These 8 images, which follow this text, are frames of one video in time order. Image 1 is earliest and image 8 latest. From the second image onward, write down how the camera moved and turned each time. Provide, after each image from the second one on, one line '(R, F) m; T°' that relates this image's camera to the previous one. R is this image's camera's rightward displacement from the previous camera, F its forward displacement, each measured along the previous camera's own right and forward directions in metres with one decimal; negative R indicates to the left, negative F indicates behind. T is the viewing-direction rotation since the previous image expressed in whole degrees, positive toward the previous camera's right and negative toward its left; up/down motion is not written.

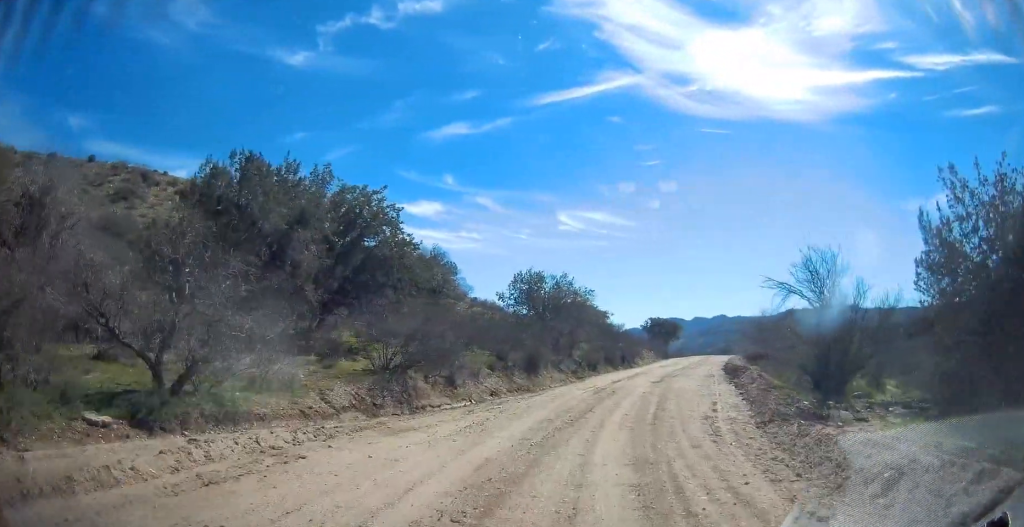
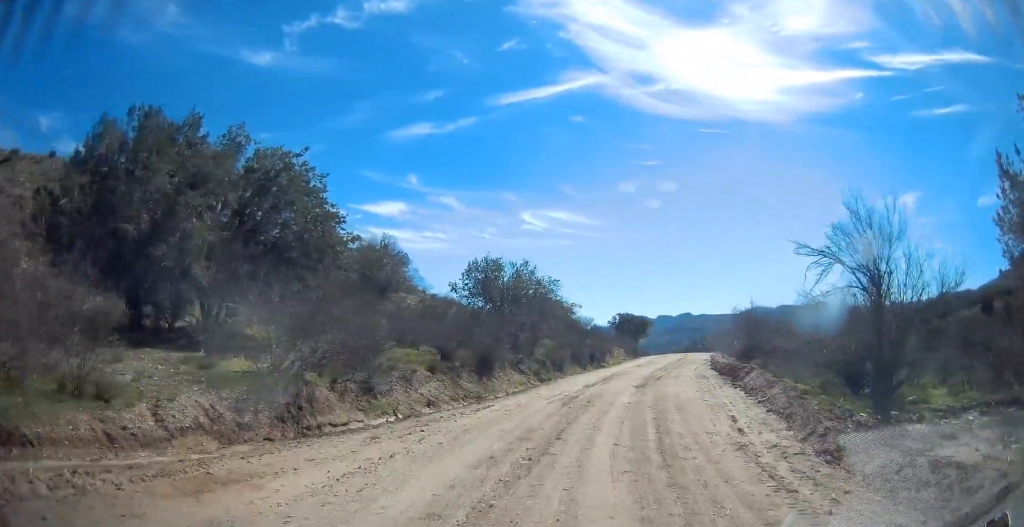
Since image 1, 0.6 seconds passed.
(0.0, +4.9) m; +2°
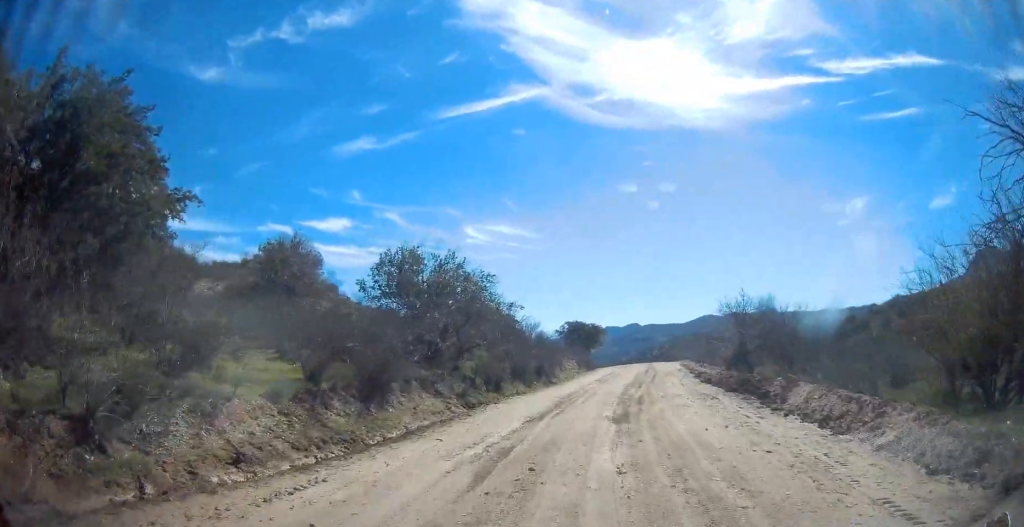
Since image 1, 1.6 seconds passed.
(+0.3, +7.8) m; +6°
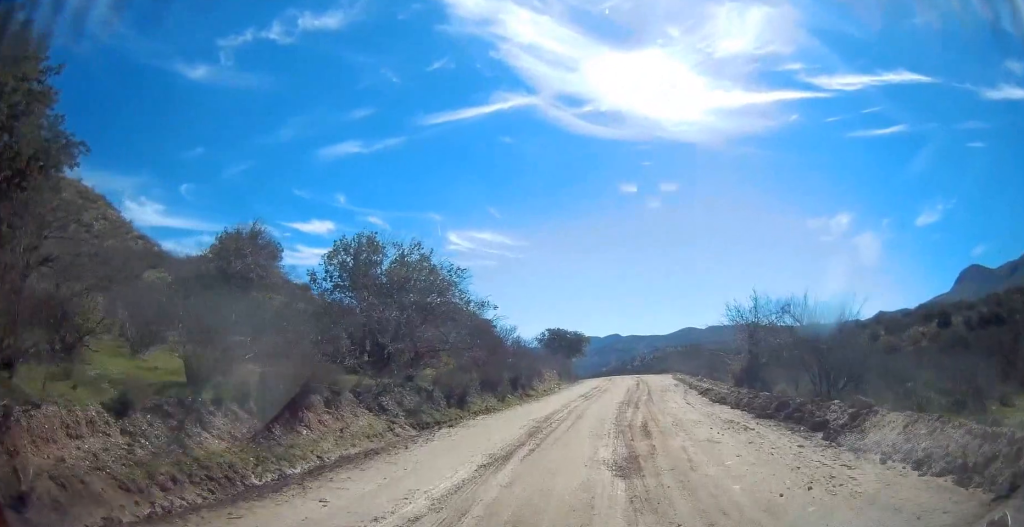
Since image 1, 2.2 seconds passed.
(+0.3, +4.1) m; +3°
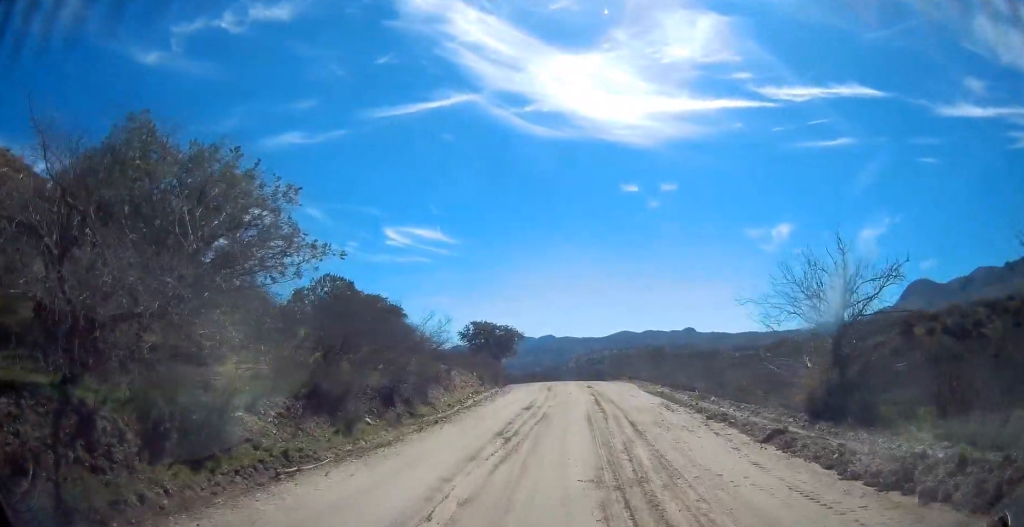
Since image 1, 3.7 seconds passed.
(+0.6, +12.0) m; +5°
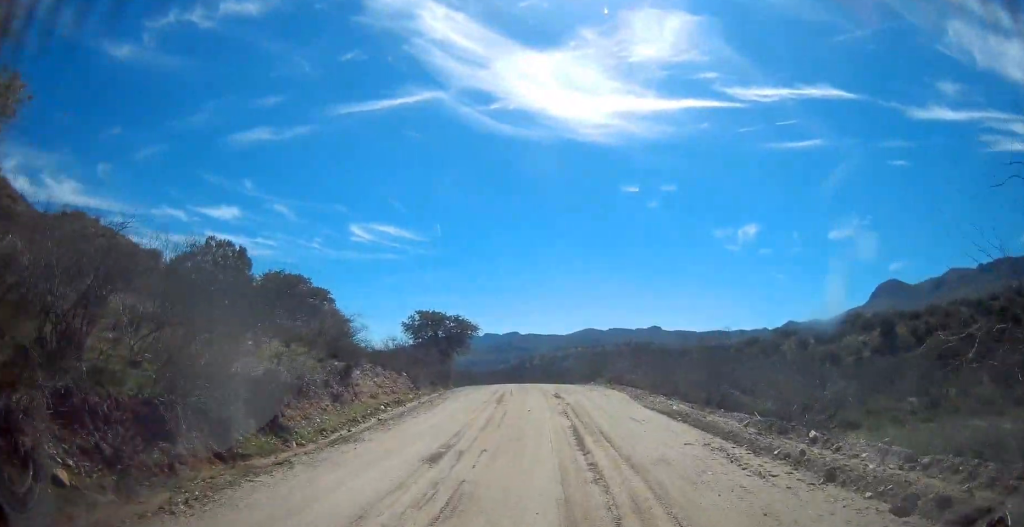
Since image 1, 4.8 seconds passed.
(+0.4, +8.8) m; +6°
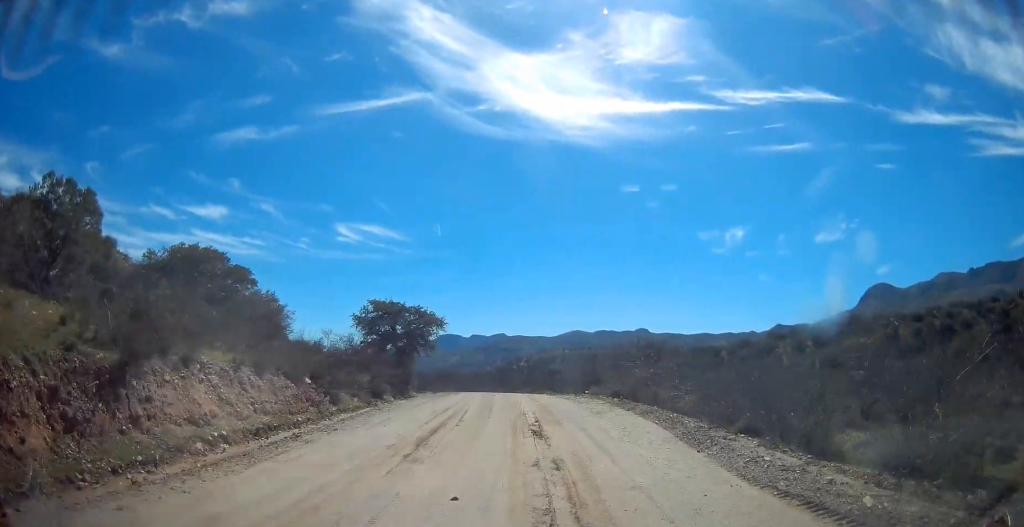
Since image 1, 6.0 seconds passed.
(+0.5, +9.3) m; 0°
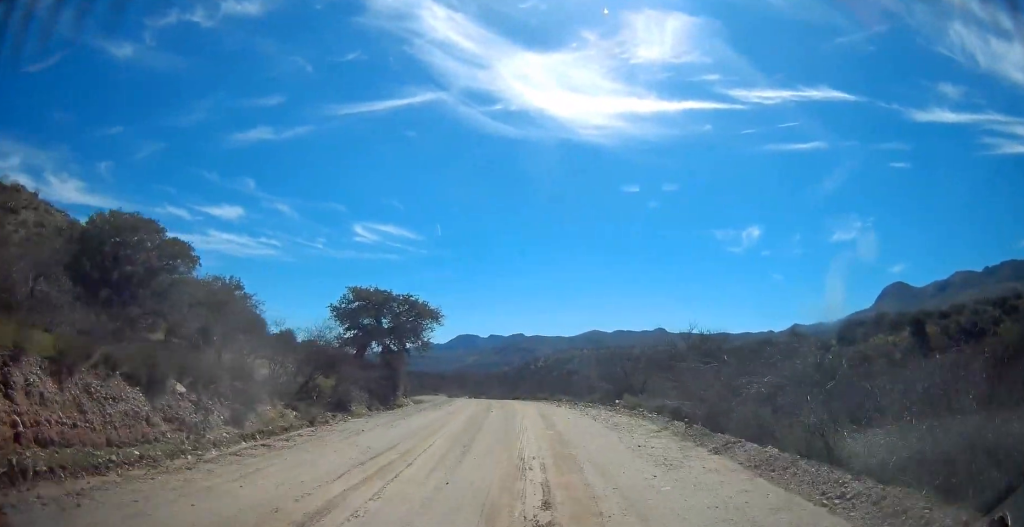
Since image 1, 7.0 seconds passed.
(-0.3, +7.5) m; -2°
